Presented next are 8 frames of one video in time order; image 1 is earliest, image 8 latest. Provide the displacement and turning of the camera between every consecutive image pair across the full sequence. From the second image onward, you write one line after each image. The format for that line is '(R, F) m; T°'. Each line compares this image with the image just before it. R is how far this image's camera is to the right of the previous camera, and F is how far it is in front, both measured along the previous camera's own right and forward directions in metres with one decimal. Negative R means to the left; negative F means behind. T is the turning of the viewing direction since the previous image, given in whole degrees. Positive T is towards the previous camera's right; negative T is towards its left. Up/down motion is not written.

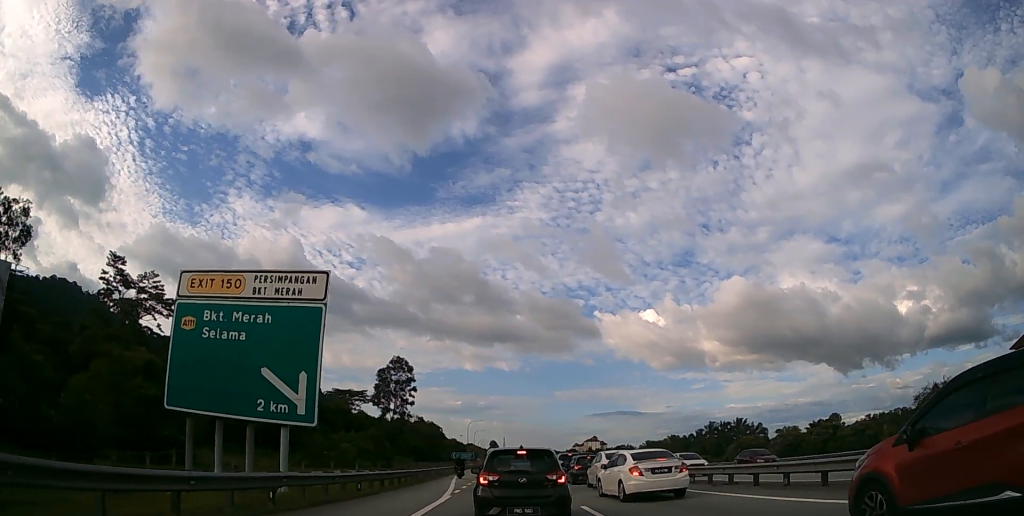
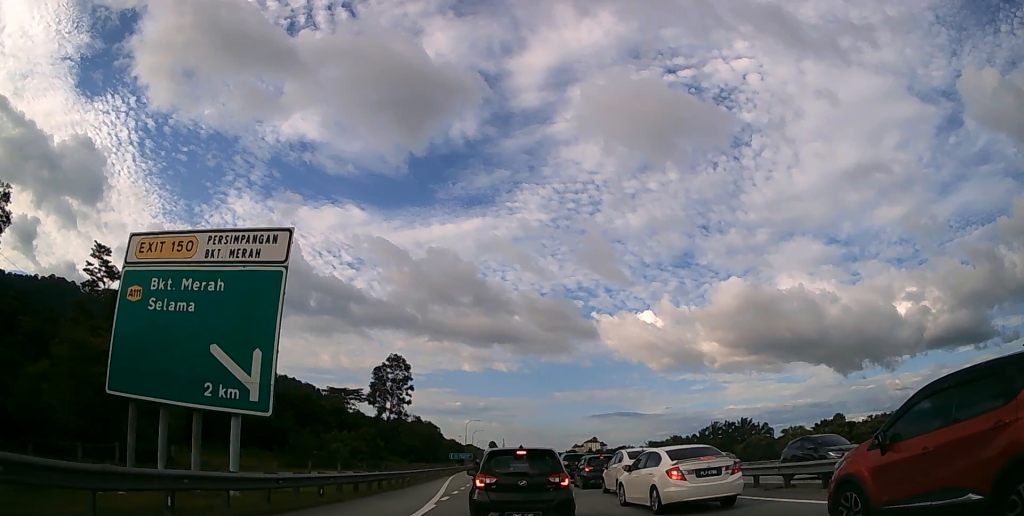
(+0.1, +3.5) m; +3°
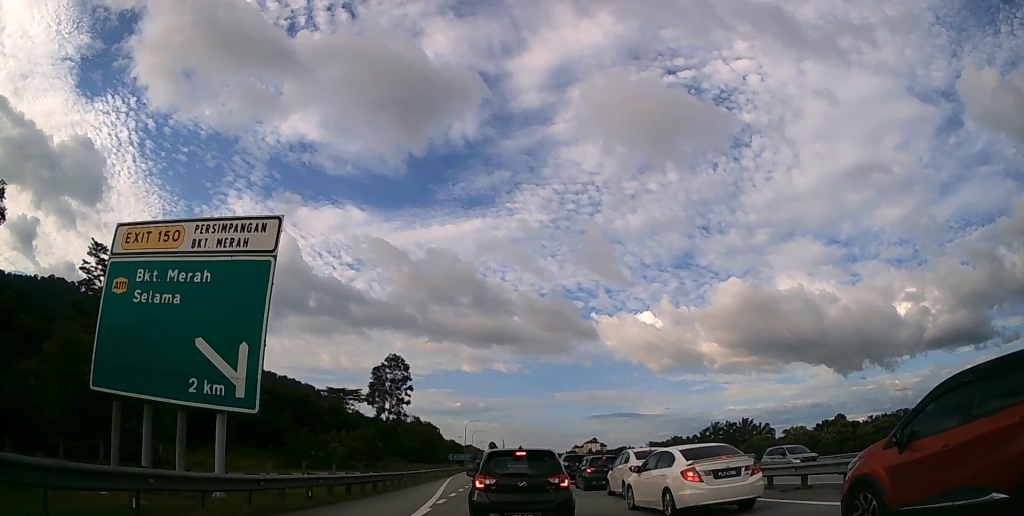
(0.0, +0.9) m; 0°
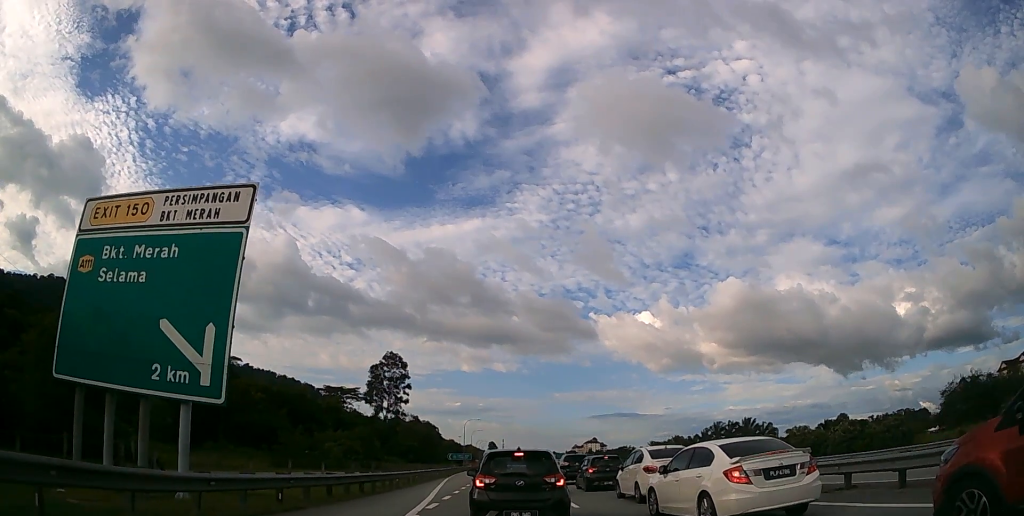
(-0.1, +2.2) m; -1°
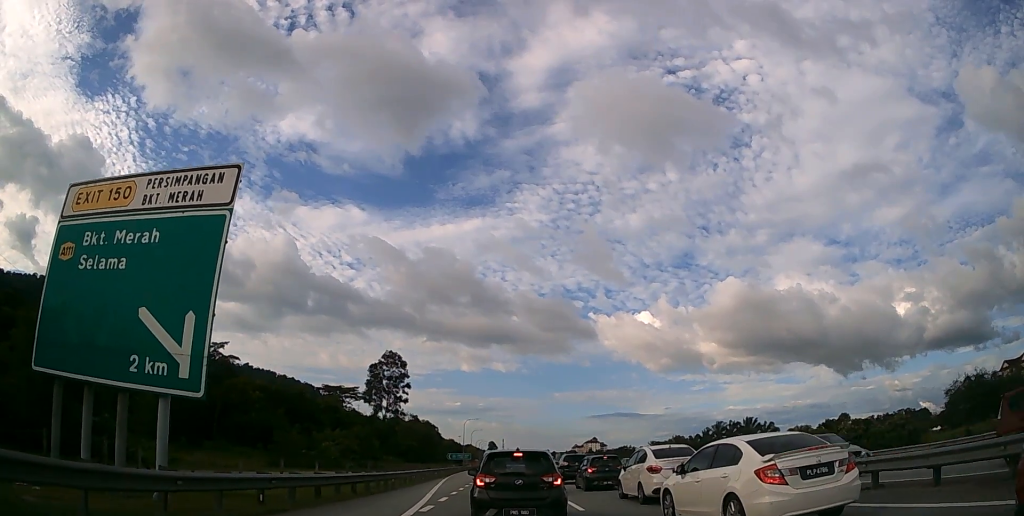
(0.0, +1.1) m; 0°
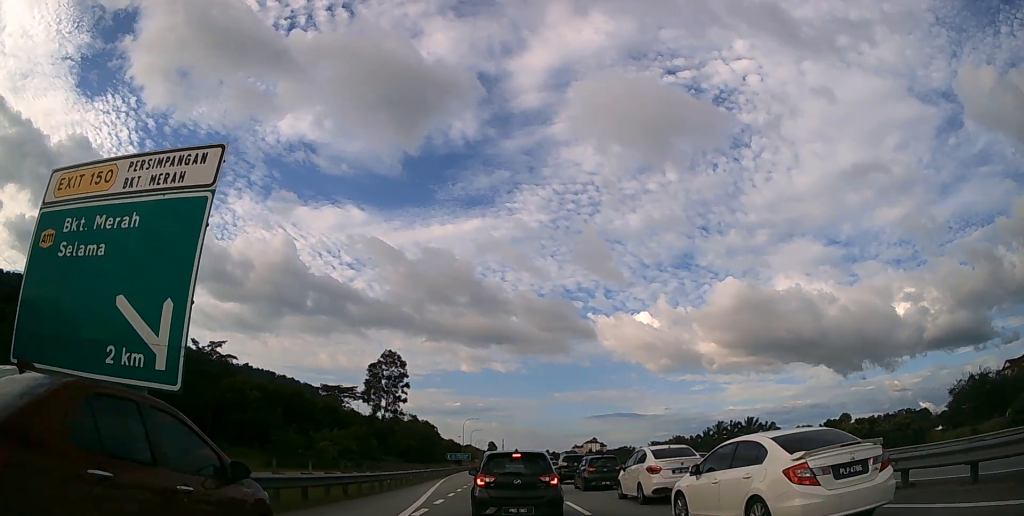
(0.0, +1.1) m; 0°
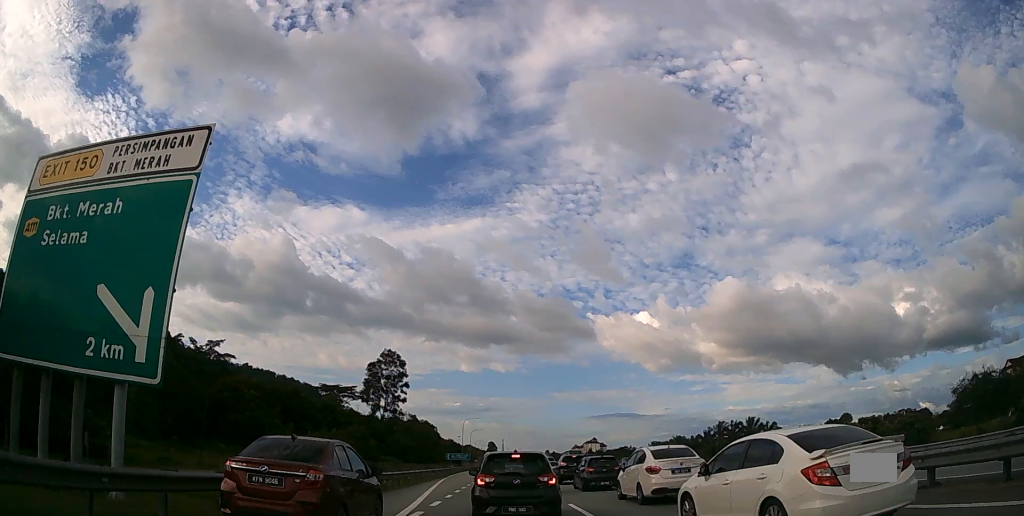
(0.0, +0.8) m; 0°
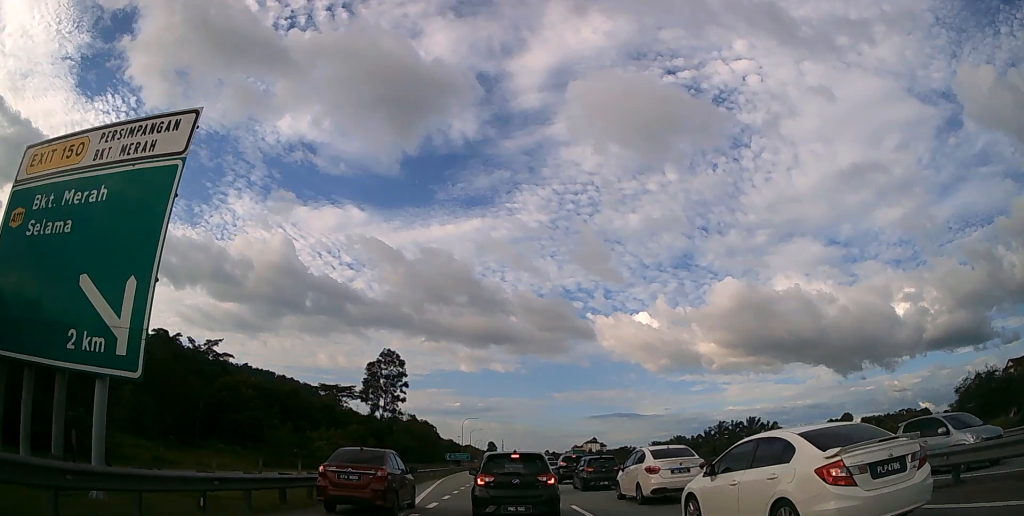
(0.0, +0.8) m; 0°
